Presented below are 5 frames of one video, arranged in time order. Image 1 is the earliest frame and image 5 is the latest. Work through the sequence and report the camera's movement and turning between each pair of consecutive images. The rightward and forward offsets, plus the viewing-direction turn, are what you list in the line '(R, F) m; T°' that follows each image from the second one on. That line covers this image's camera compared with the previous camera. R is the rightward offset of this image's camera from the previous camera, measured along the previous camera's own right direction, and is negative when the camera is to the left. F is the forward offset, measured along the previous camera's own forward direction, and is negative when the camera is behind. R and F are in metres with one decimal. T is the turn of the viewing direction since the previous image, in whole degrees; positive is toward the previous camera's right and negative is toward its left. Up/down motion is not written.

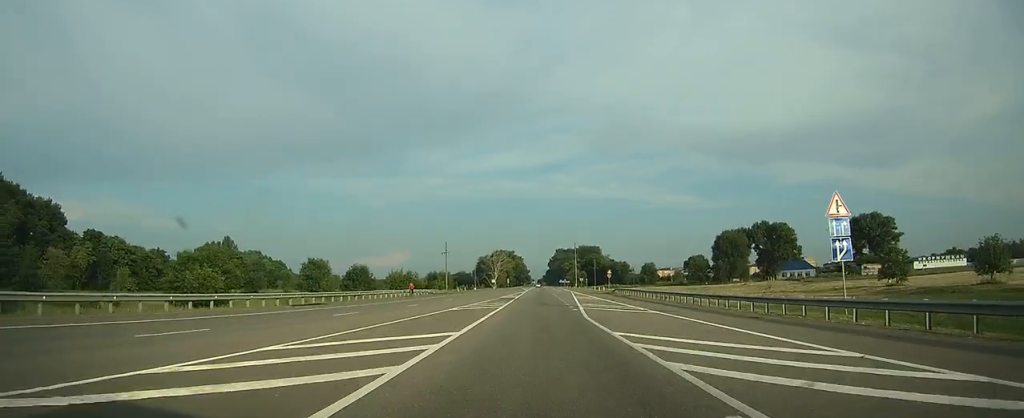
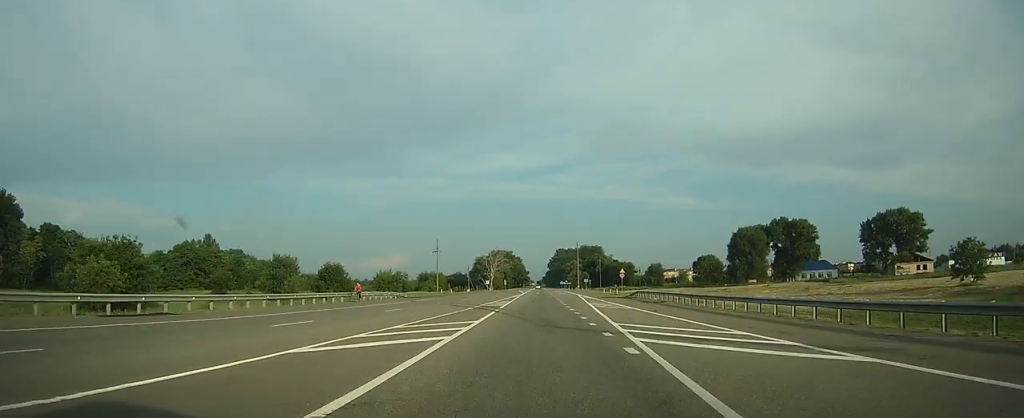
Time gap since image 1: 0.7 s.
(0.0, +20.2) m; 0°
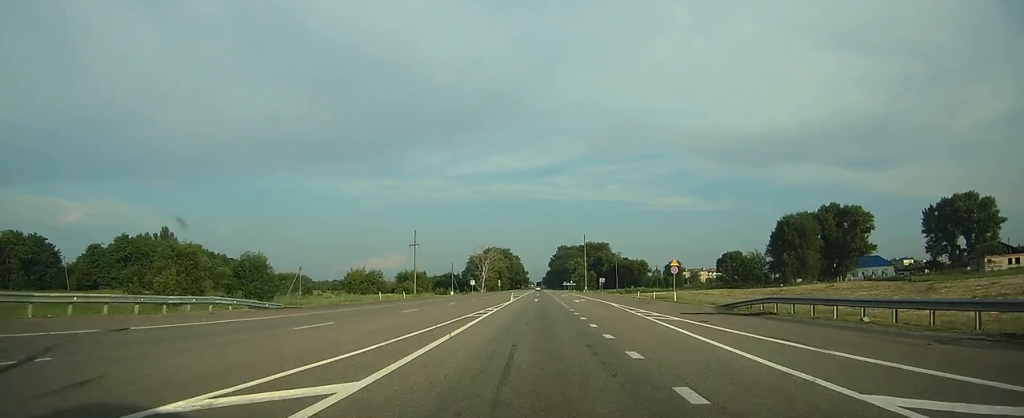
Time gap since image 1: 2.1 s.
(0.0, +42.5) m; 0°
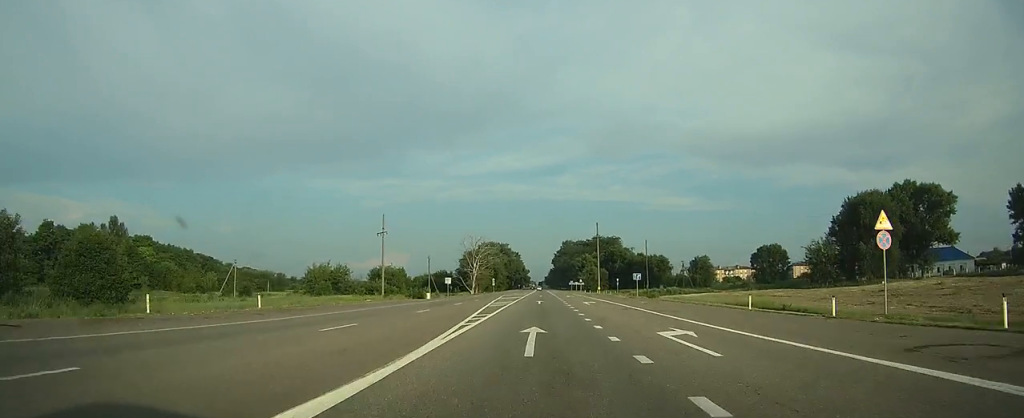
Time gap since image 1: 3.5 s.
(-0.1, +40.4) m; 0°
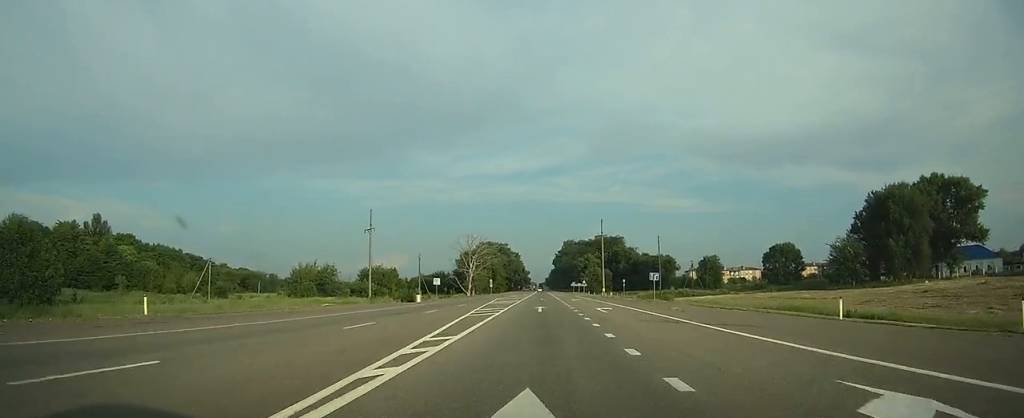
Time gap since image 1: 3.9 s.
(0.0, +11.2) m; 0°
